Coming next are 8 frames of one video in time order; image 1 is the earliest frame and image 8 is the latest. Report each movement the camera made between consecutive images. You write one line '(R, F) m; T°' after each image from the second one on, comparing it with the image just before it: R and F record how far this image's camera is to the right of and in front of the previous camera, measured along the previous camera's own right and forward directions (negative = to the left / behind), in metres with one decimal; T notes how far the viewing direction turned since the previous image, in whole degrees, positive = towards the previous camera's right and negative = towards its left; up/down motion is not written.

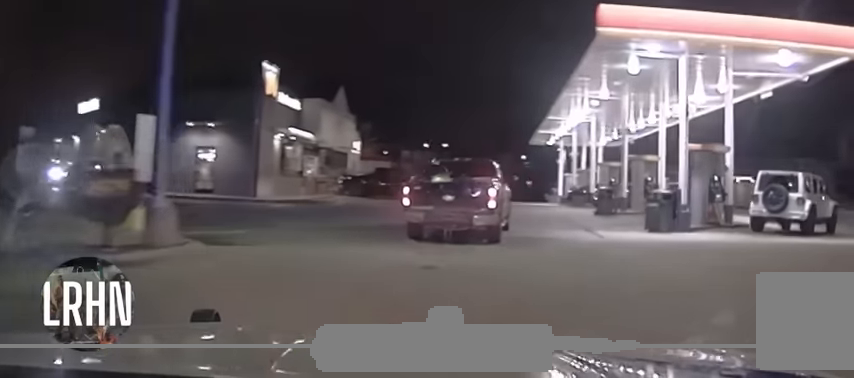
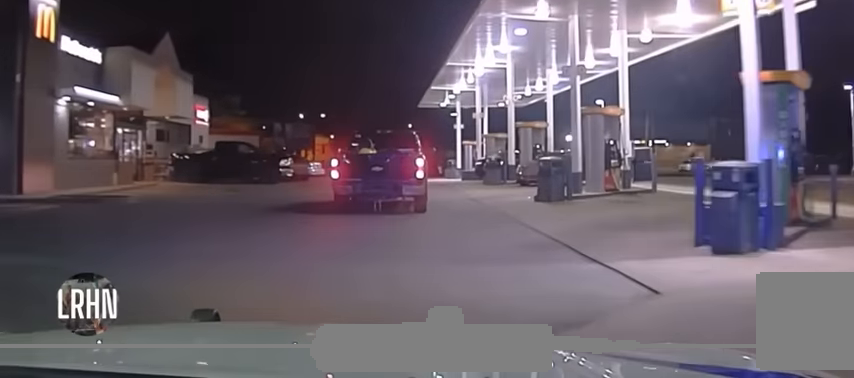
(+2.2, +11.8) m; +18°
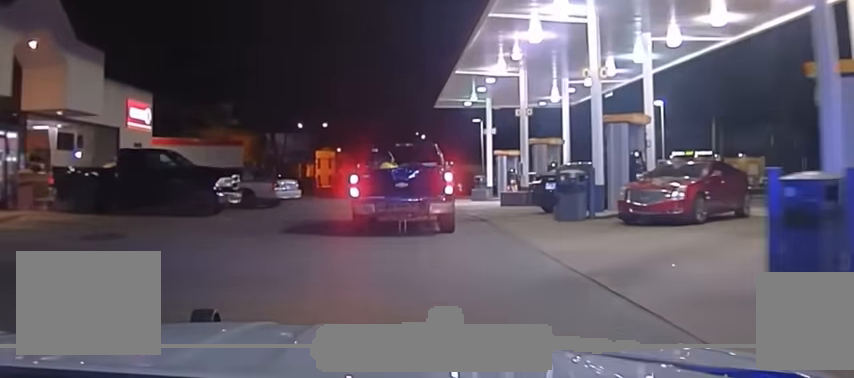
(+0.2, +11.2) m; -3°
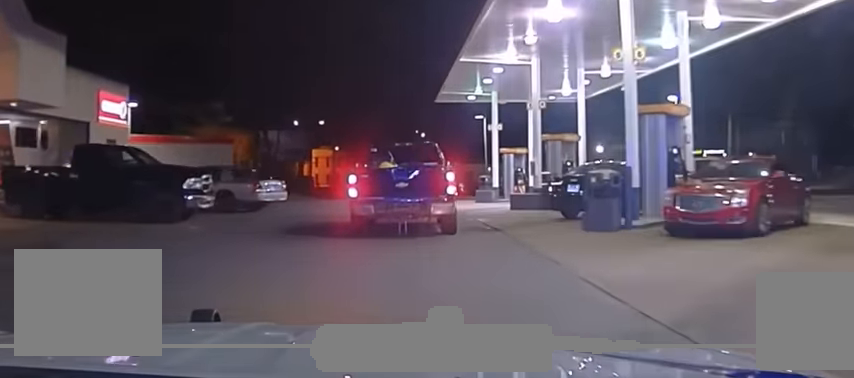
(-0.1, +2.7) m; -1°
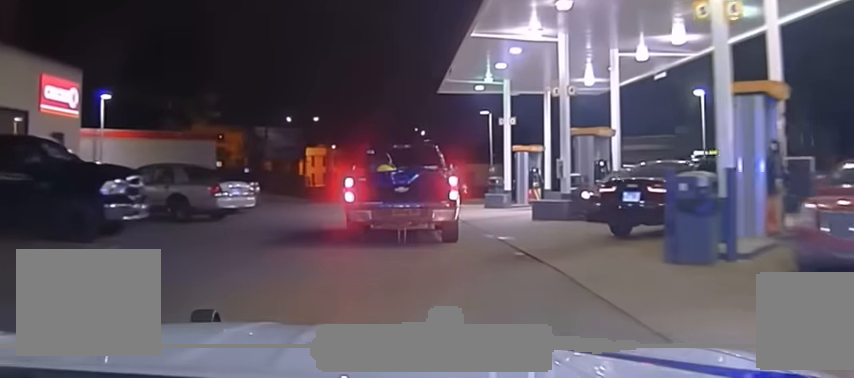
(-0.1, +4.4) m; -1°
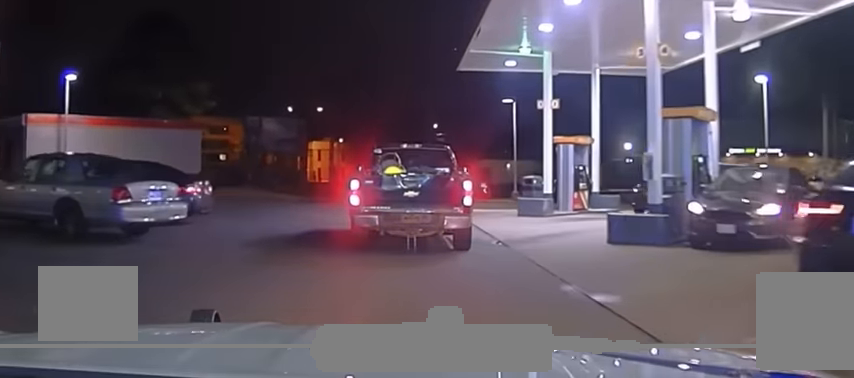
(-0.1, +7.4) m; -3°
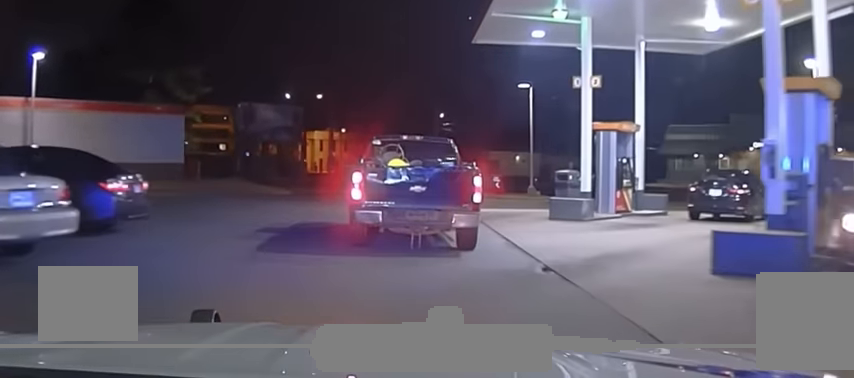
(-0.1, +5.3) m; -4°
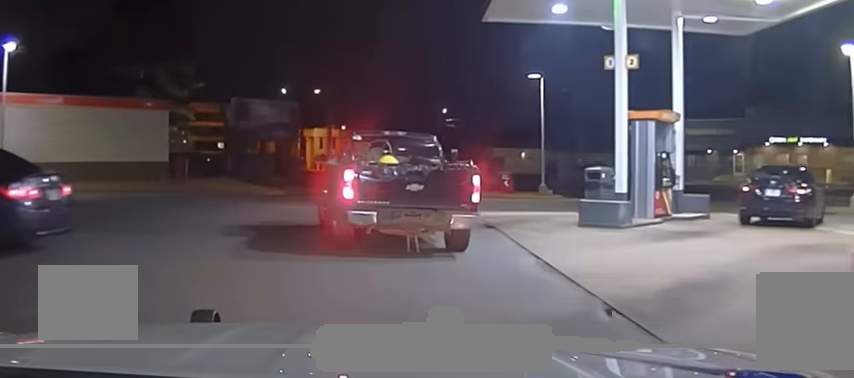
(-0.2, +3.4) m; -1°
